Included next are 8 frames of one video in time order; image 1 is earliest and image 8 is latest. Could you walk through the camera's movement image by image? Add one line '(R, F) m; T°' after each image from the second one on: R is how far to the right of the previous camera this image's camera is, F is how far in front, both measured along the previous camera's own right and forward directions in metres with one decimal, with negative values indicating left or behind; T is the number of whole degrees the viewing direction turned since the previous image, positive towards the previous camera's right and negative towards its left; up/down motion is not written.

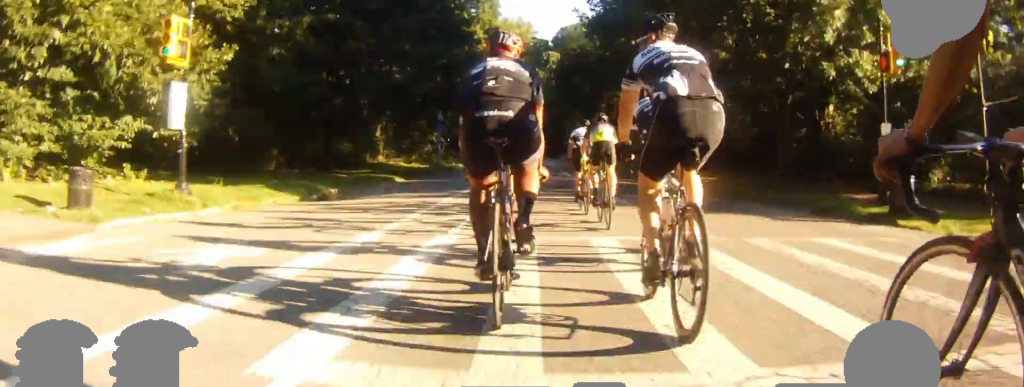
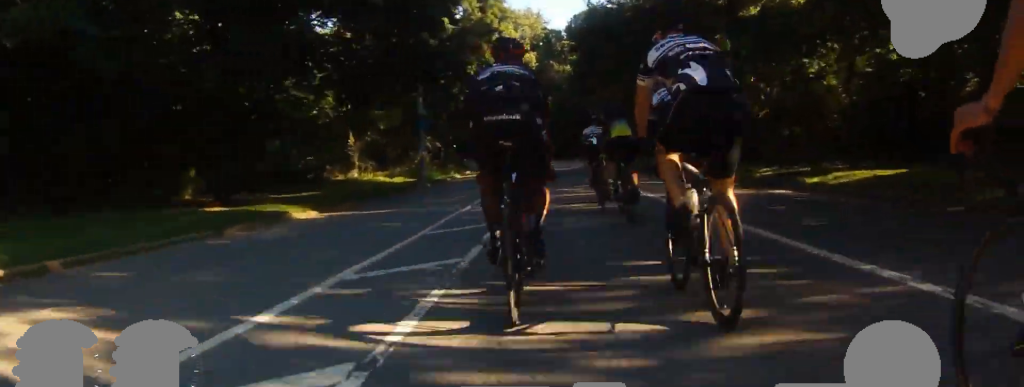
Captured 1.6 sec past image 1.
(+0.6, +14.2) m; -4°
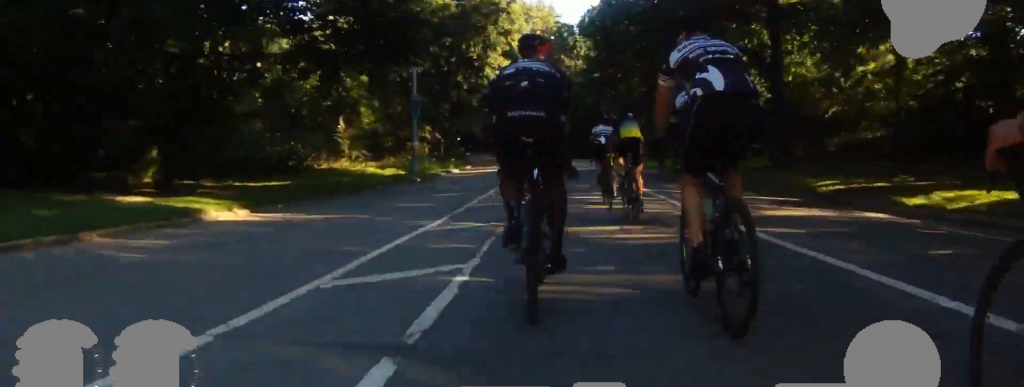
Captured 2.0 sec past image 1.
(-0.7, +4.0) m; -2°
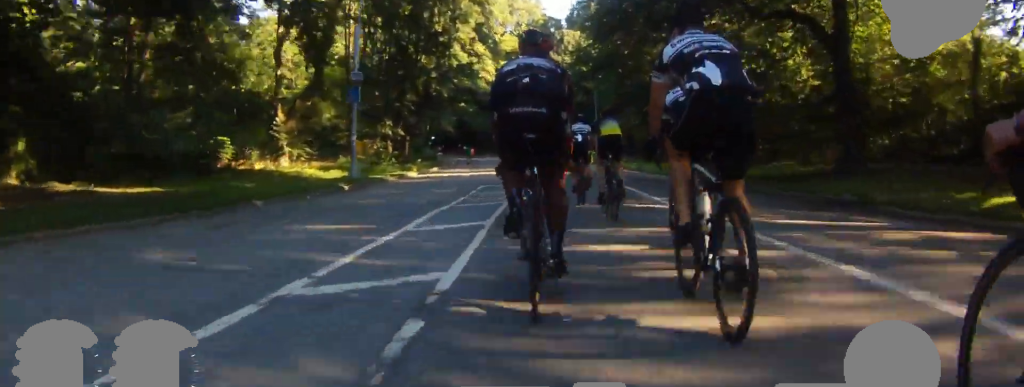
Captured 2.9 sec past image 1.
(-0.3, +7.6) m; 0°
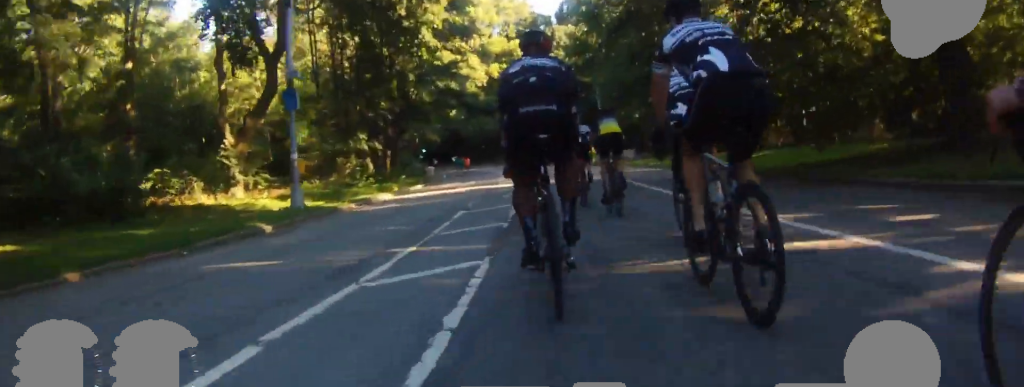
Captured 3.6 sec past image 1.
(+0.4, +5.9) m; +3°
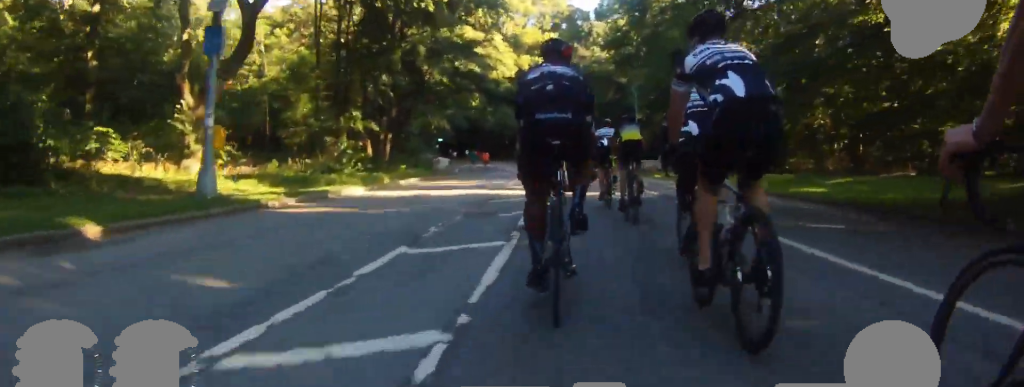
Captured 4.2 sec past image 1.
(0.0, +5.9) m; 0°
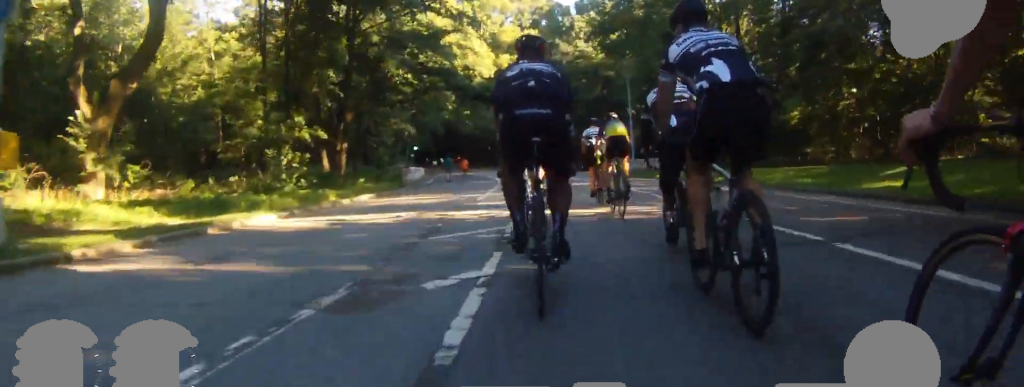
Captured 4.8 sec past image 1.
(0.0, +5.3) m; 0°
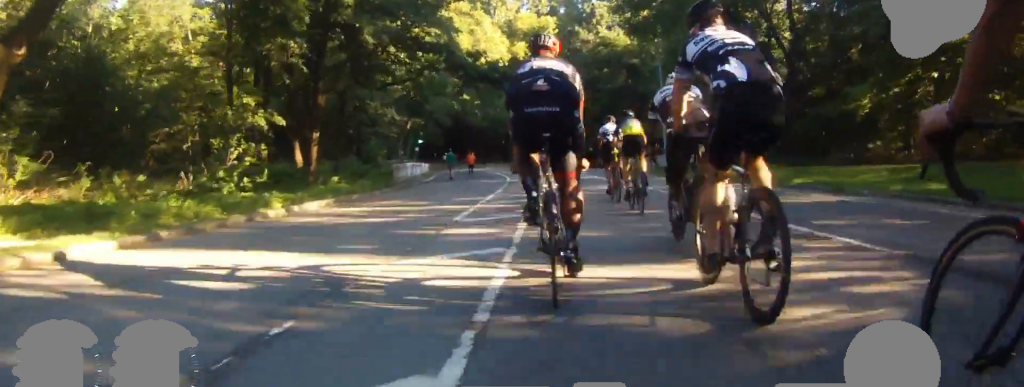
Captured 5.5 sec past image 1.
(0.0, +5.9) m; 0°
